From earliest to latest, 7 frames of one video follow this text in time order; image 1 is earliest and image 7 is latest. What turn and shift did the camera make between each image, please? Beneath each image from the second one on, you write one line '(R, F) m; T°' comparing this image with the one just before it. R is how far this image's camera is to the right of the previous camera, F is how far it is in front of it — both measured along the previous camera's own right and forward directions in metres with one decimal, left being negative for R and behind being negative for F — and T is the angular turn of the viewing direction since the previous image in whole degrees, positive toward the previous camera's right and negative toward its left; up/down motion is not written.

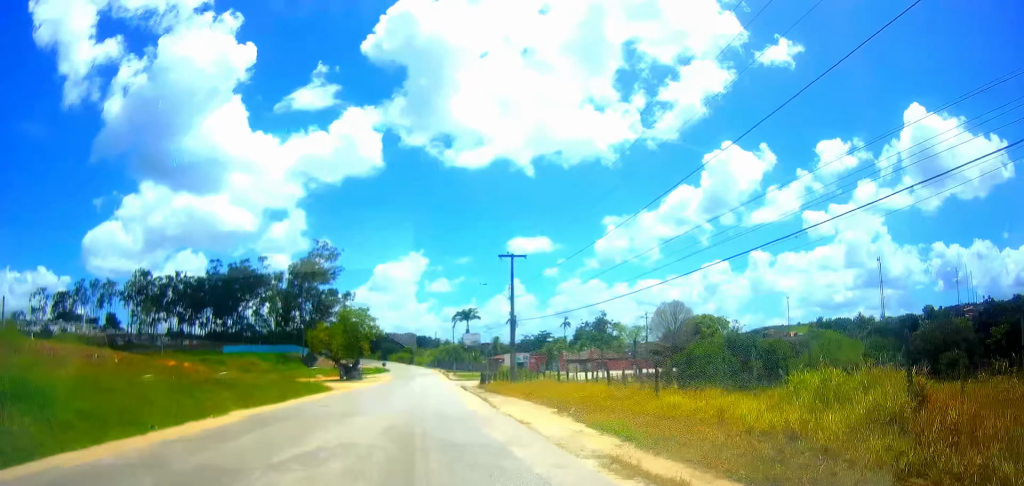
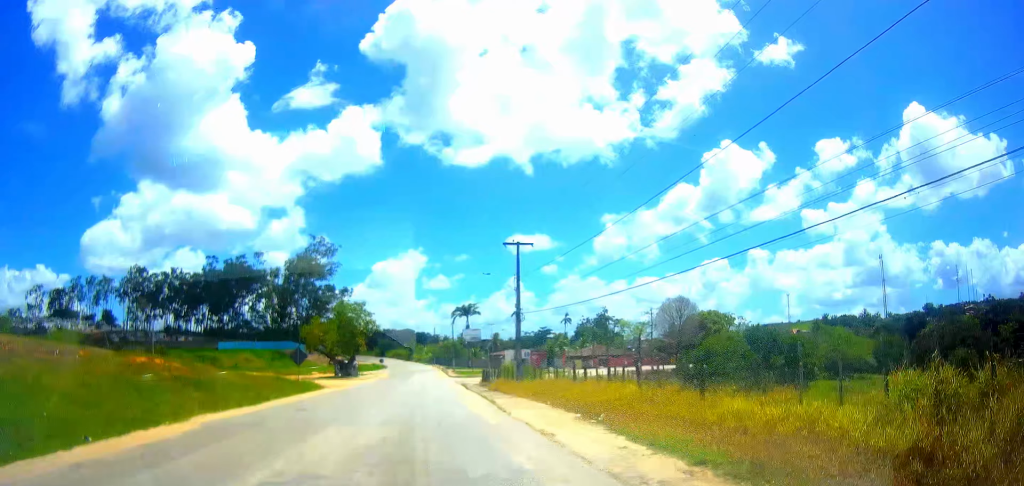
(+0.1, +3.1) m; -1°
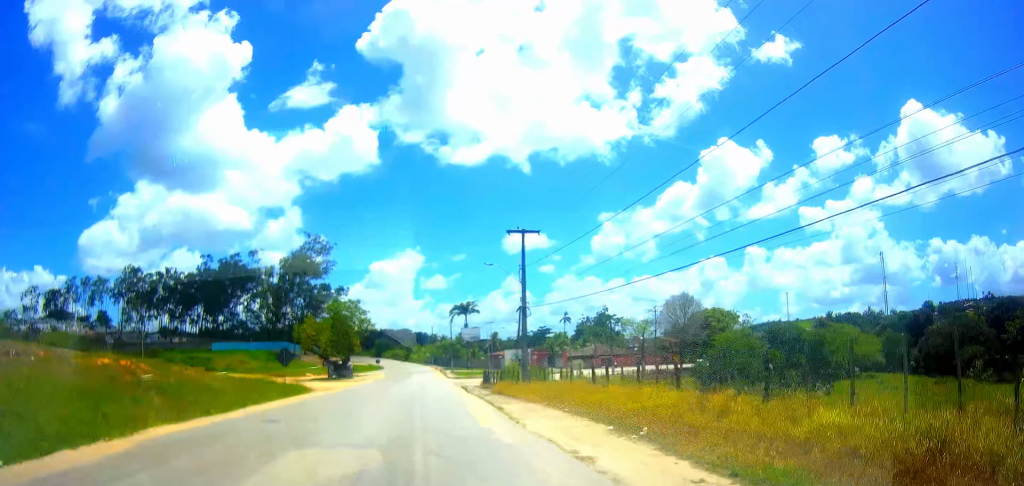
(0.0, +3.2) m; -1°
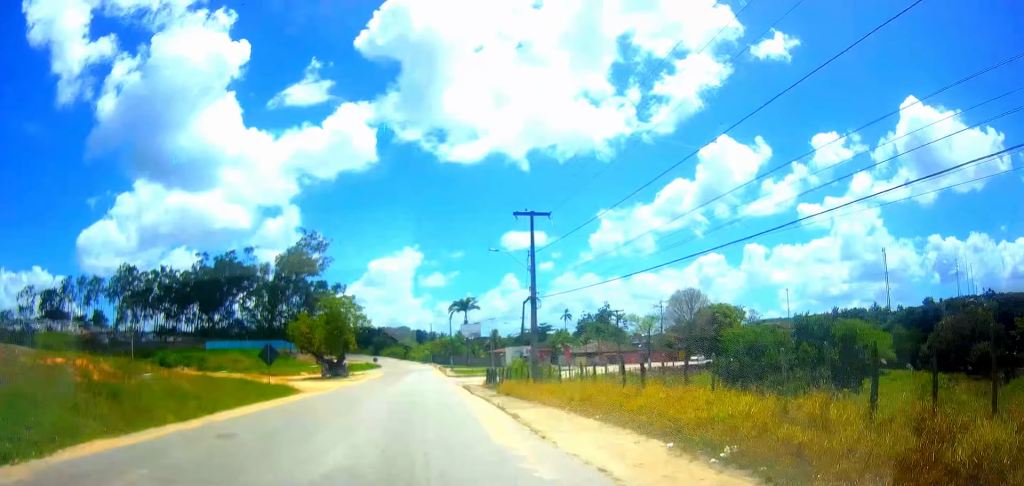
(-0.2, +3.6) m; -1°
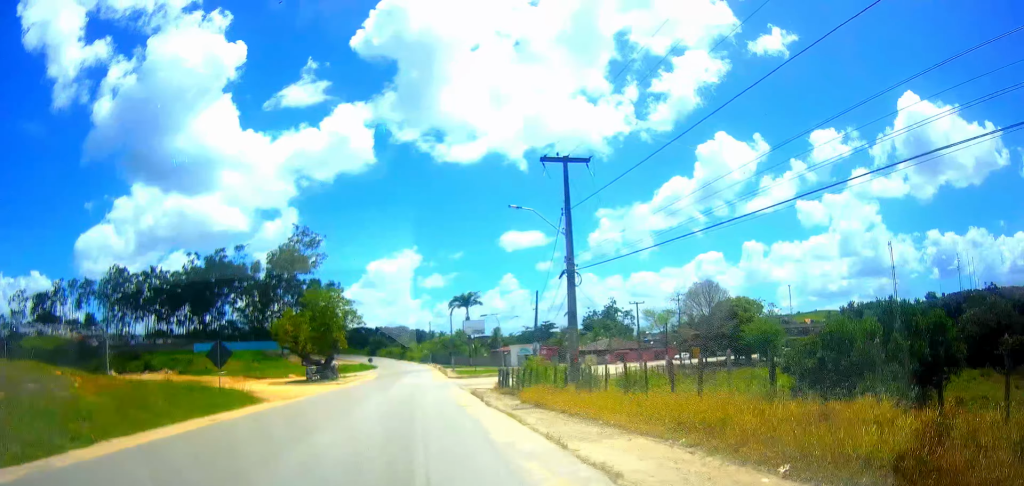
(0.0, +8.3) m; -1°
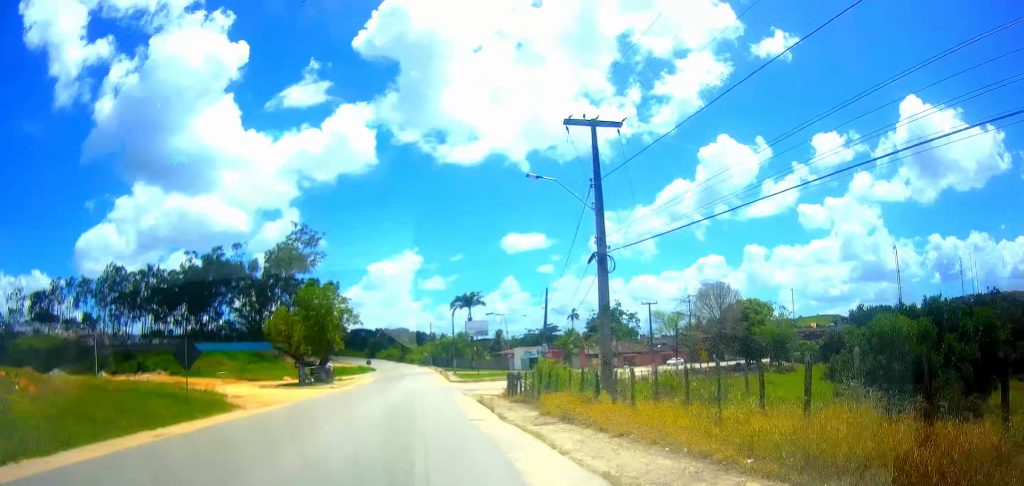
(+0.1, +3.8) m; 0°
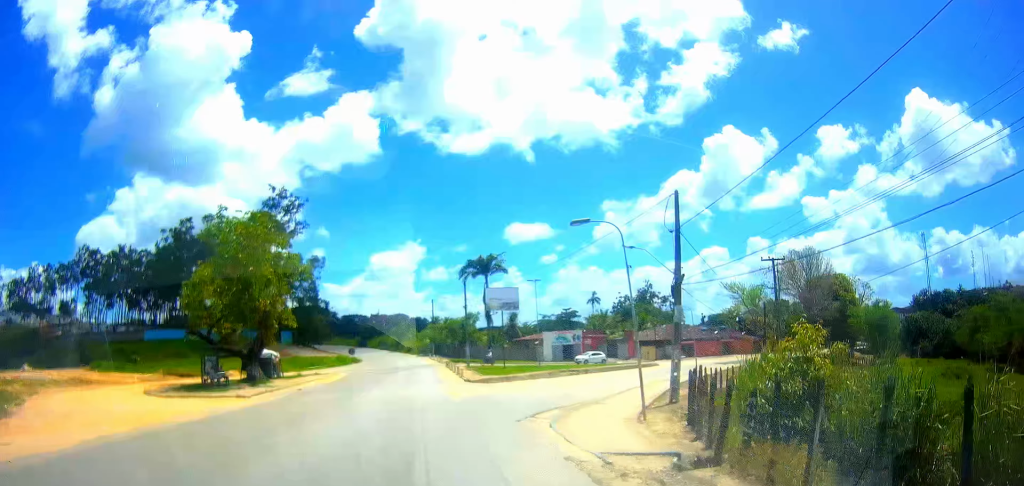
(+0.4, +26.2) m; +2°
